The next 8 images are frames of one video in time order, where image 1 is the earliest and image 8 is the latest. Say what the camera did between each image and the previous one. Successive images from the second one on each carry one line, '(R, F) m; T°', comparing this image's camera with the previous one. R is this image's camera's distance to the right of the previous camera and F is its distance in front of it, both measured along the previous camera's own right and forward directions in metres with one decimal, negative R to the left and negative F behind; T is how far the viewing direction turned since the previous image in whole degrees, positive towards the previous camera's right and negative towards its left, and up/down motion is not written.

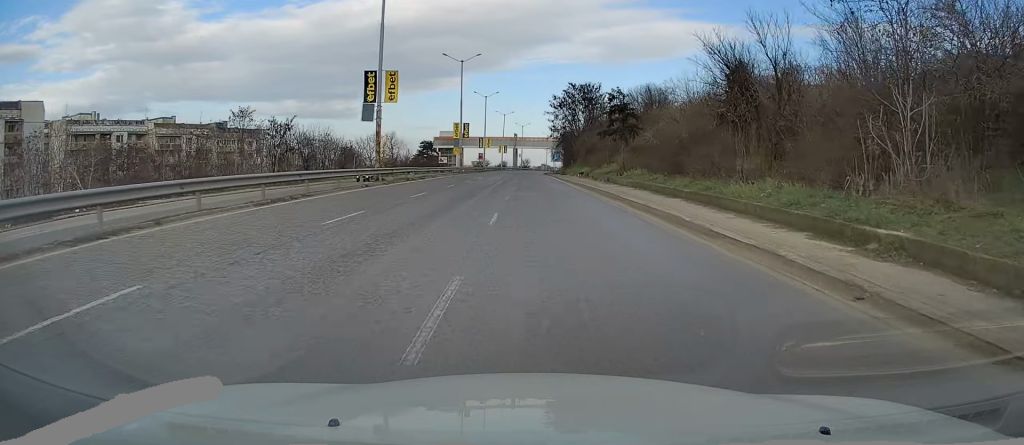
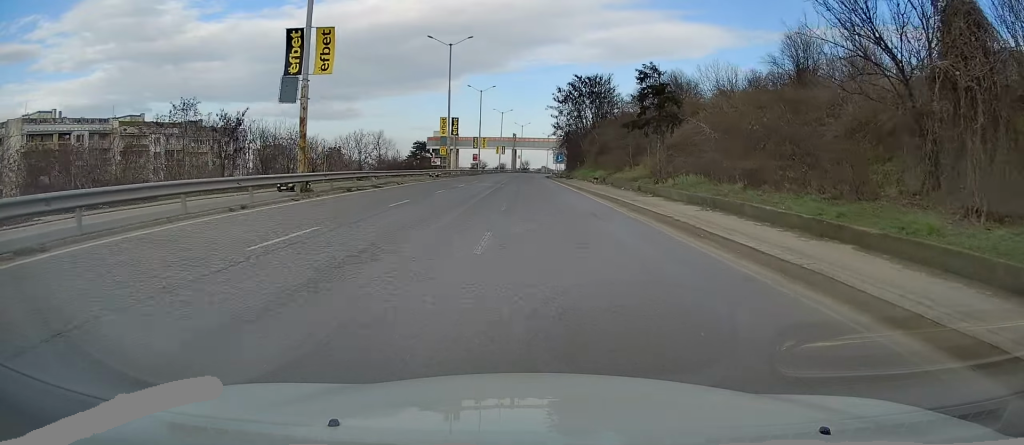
(+0.1, +12.7) m; 0°
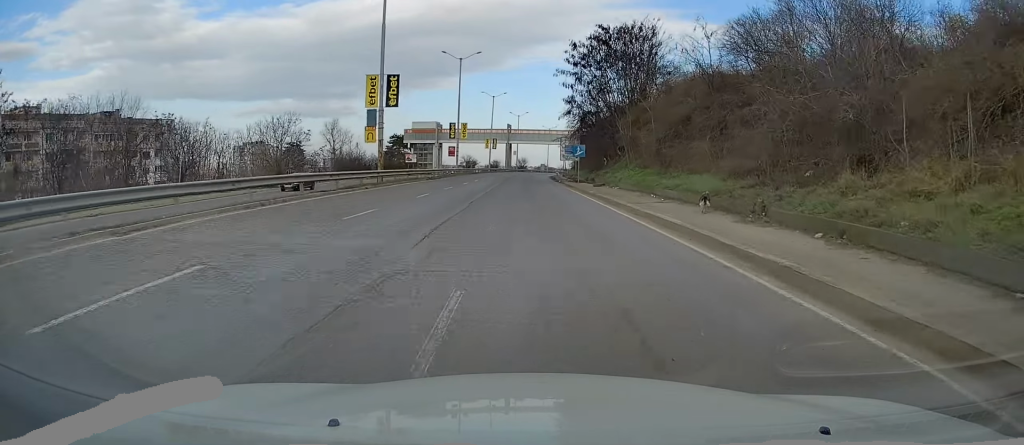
(+0.4, +31.6) m; +1°
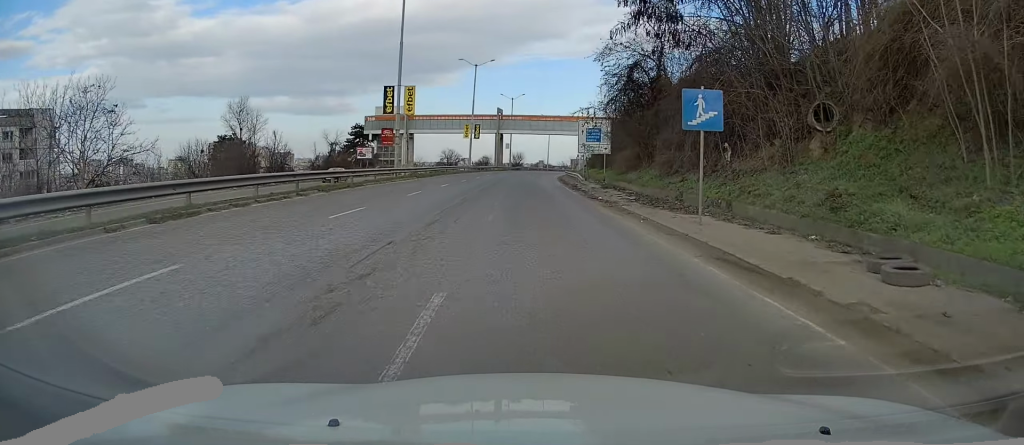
(-0.5, +35.3) m; -1°
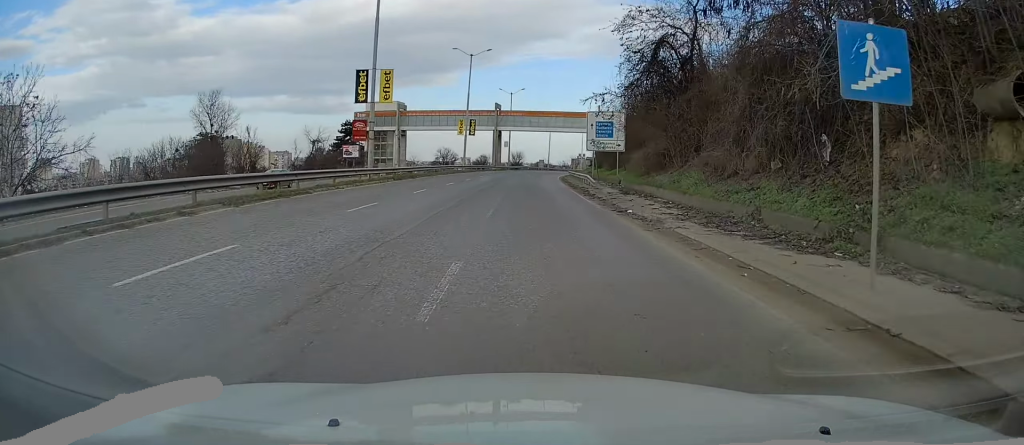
(0.0, +7.5) m; 0°
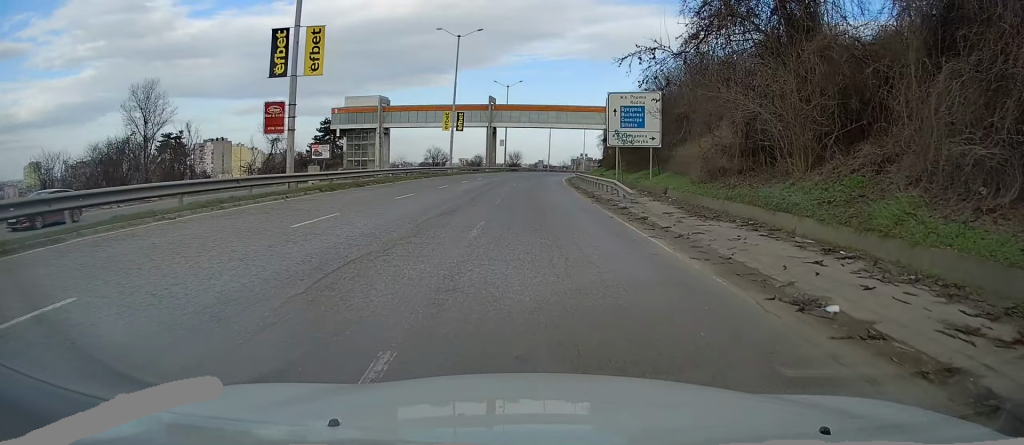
(+0.2, +12.7) m; +1°
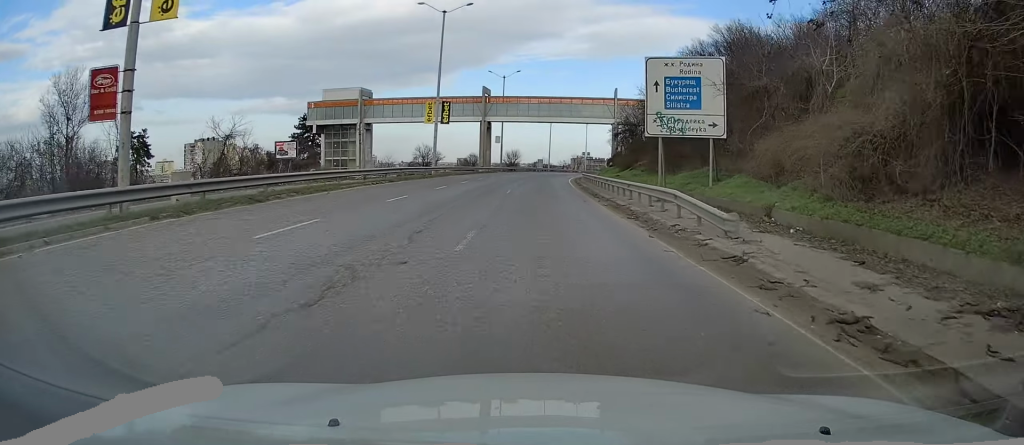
(0.0, +11.0) m; 0°
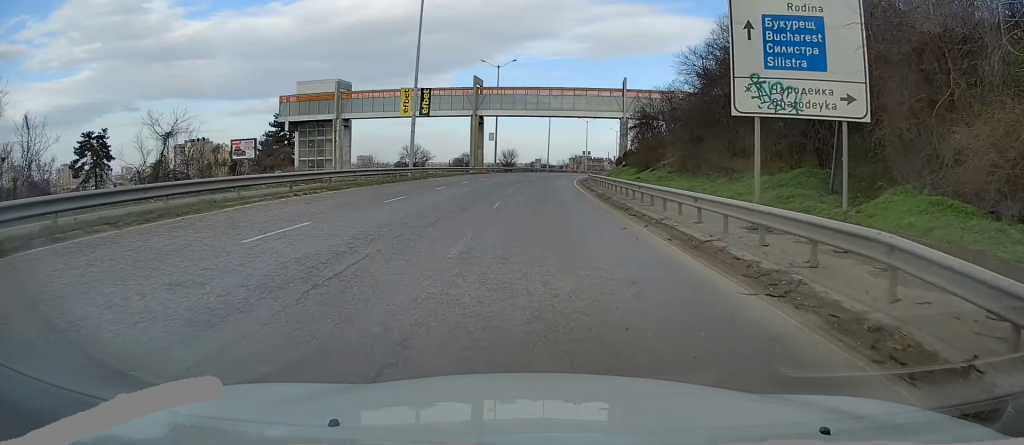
(0.0, +9.9) m; +1°
